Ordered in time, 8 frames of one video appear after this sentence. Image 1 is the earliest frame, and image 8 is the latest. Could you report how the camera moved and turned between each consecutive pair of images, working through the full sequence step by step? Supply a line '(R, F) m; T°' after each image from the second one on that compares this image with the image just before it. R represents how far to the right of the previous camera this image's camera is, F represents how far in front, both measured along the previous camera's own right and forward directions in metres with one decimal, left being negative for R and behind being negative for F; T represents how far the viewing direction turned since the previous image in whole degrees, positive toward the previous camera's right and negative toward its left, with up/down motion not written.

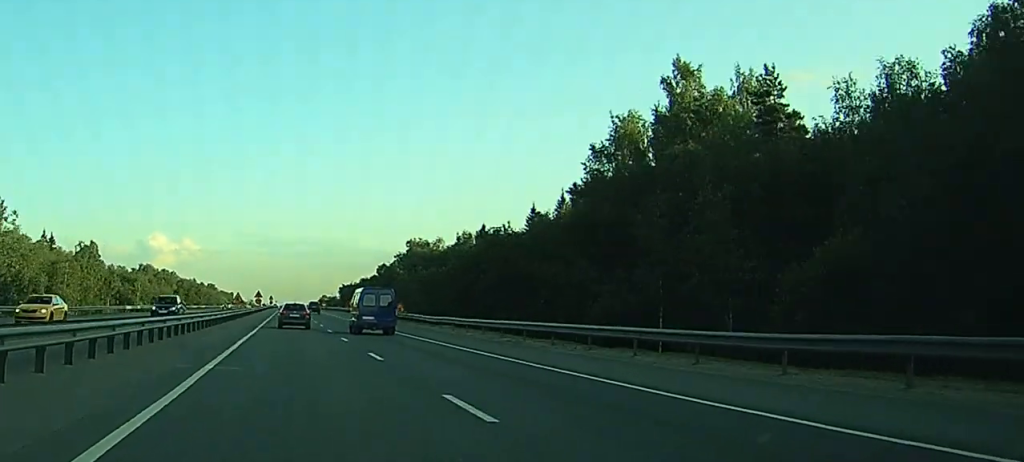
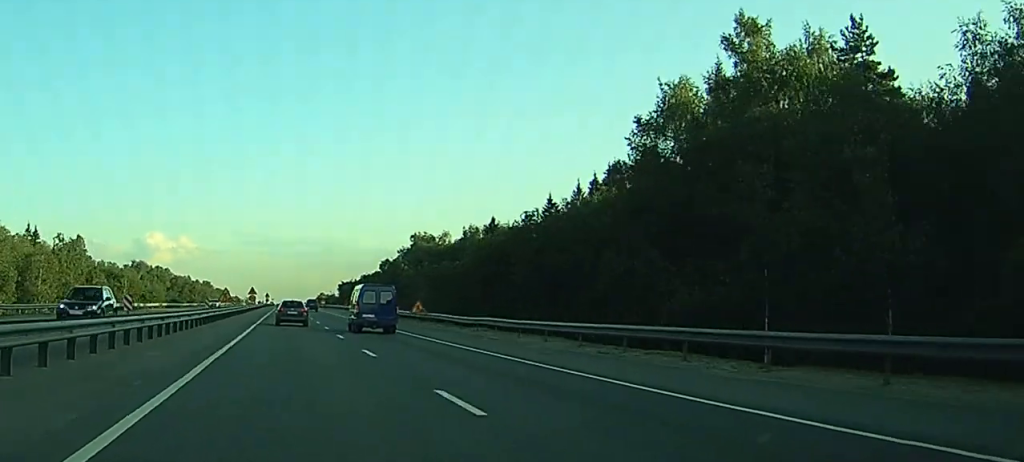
(0.0, +11.7) m; 0°
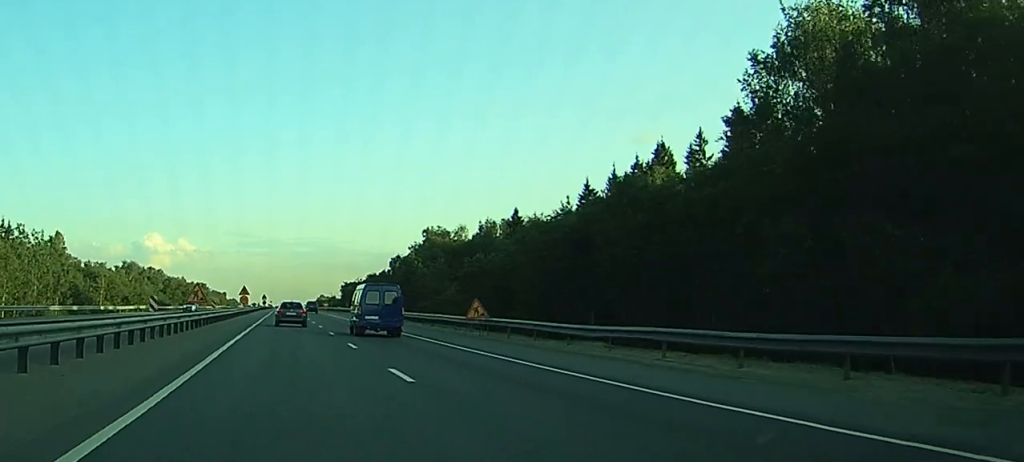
(+0.1, +19.2) m; 0°
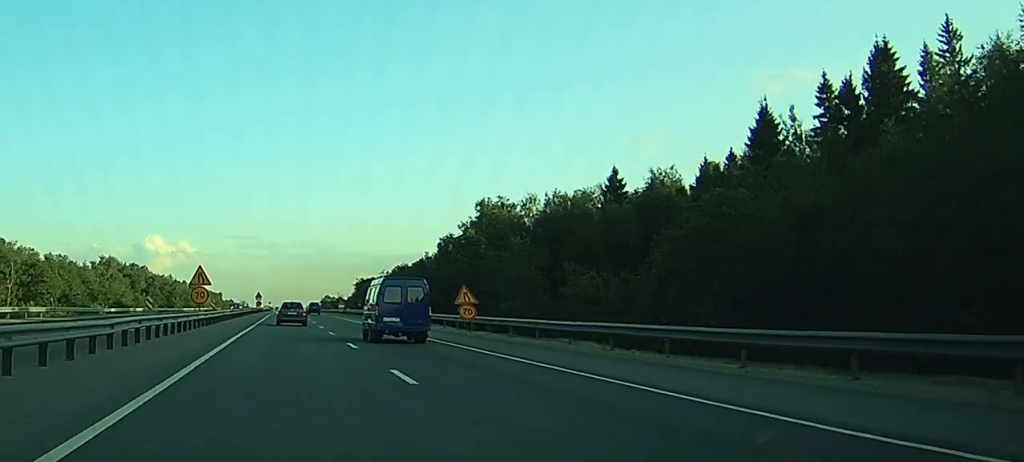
(+0.2, +49.7) m; 0°
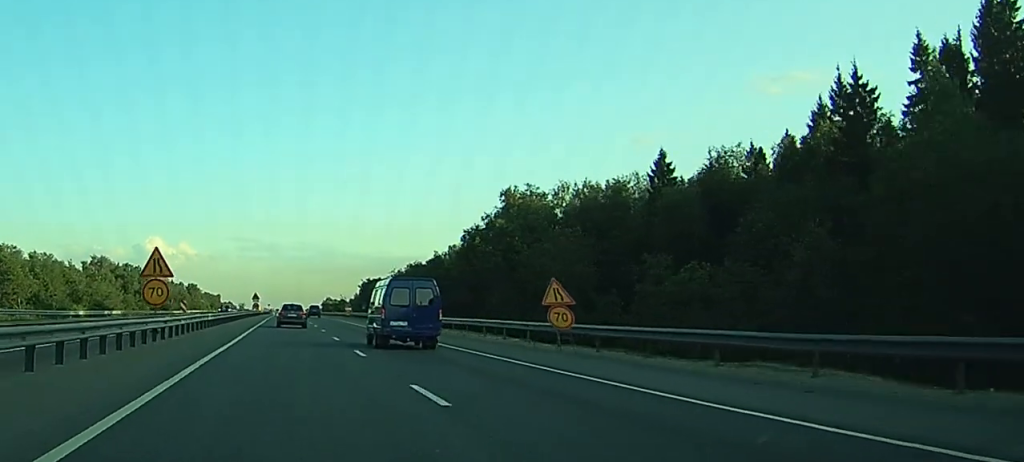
(+0.1, +15.2) m; 0°
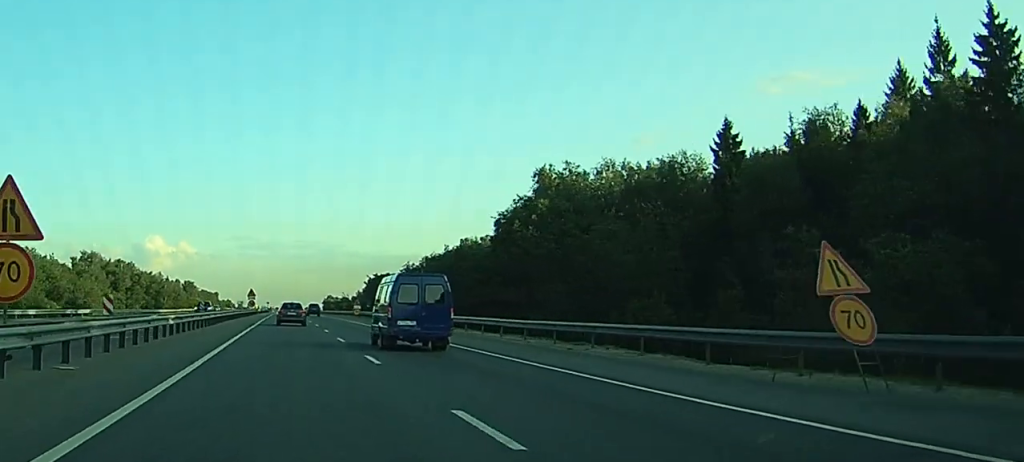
(-0.1, +16.1) m; 0°
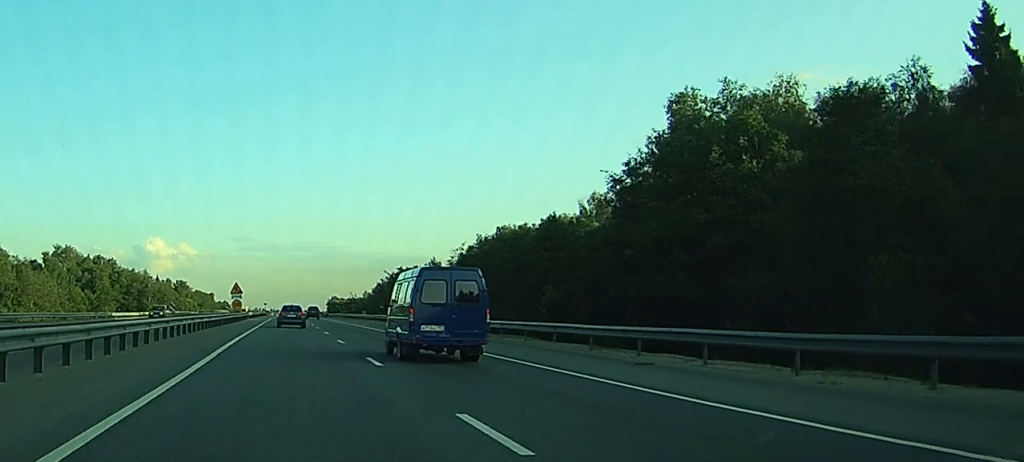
(+0.1, +37.1) m; +1°
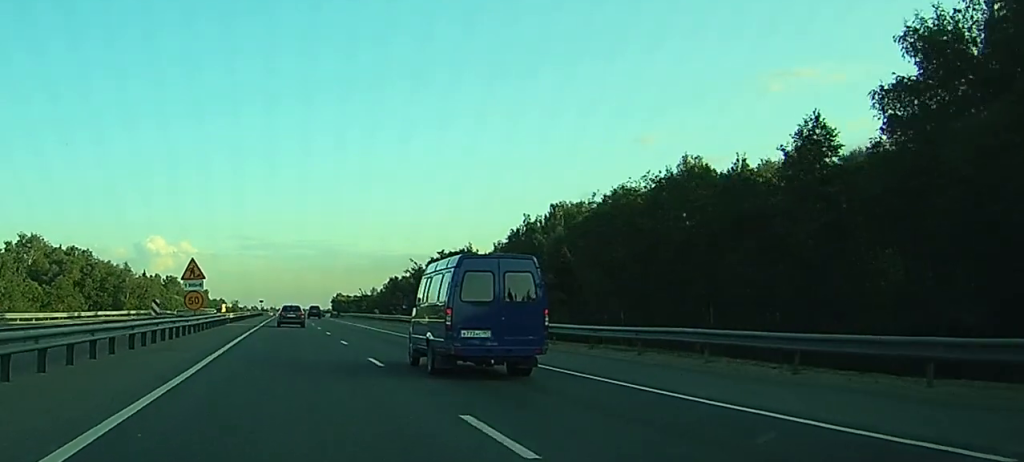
(+0.1, +37.2) m; 0°
